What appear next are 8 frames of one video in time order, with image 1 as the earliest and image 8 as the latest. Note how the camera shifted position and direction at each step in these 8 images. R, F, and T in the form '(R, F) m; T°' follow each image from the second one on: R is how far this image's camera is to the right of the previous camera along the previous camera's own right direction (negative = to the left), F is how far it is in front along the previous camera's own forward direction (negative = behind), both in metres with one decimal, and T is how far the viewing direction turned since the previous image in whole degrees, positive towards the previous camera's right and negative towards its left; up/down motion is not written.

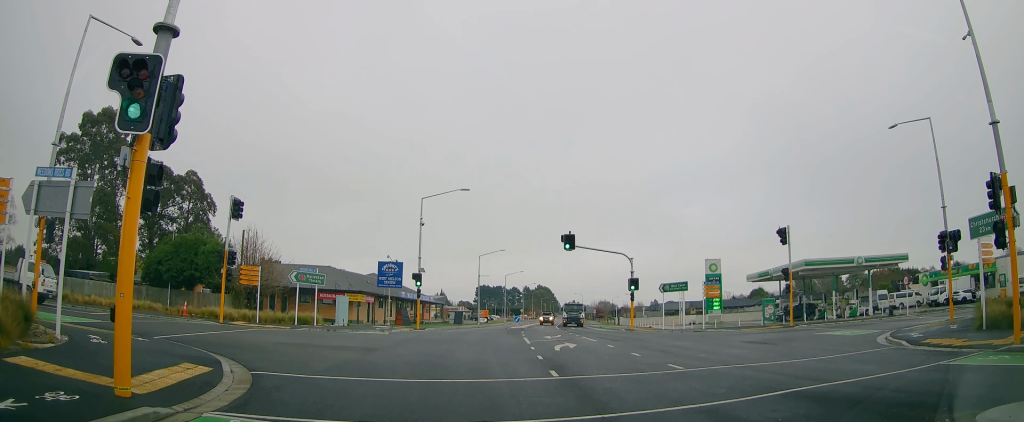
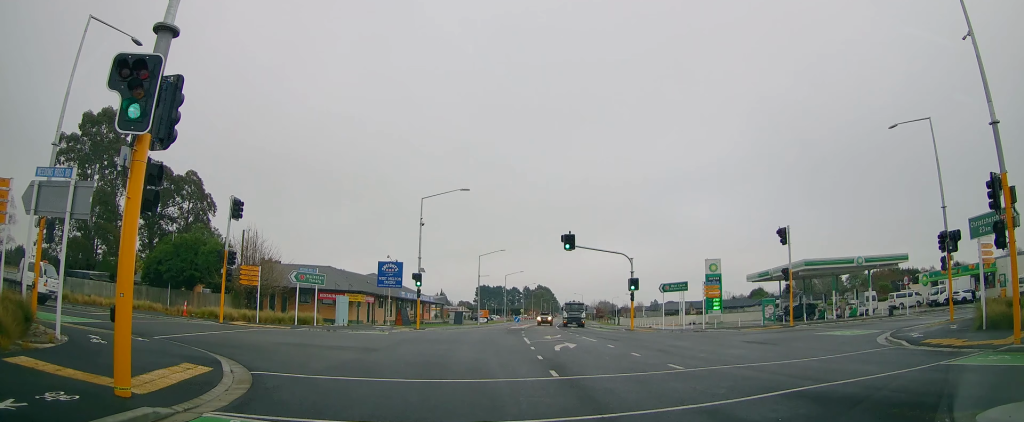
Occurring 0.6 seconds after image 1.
(0.0, 0.0) m; 0°
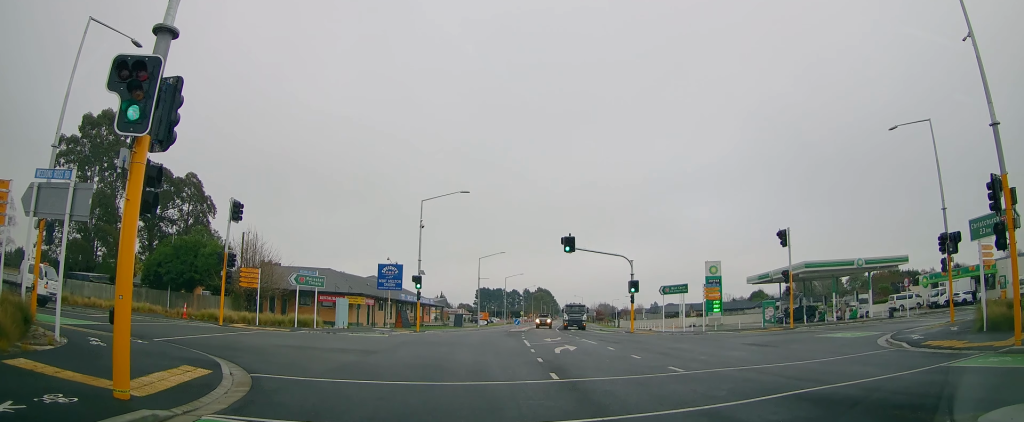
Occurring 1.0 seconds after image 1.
(+0.1, 0.0) m; 0°
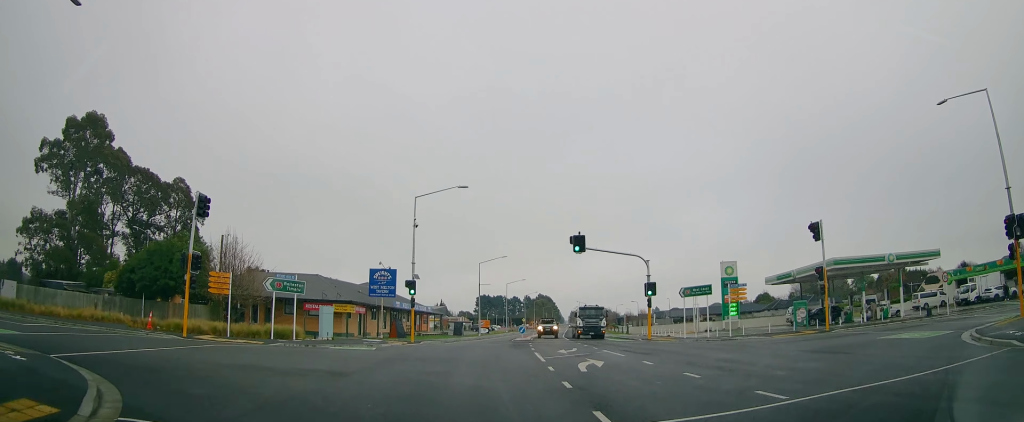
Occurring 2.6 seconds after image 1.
(-0.3, +1.1) m; -6°
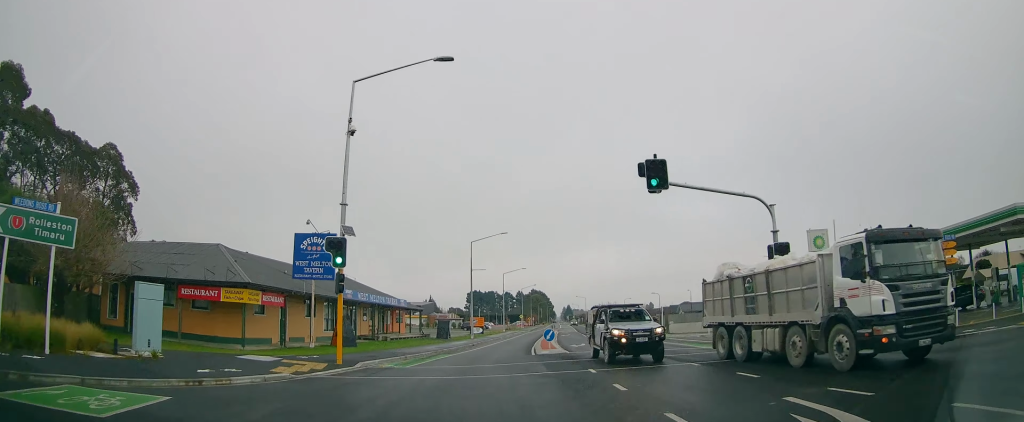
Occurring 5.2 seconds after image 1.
(+0.6, +16.3) m; +1°
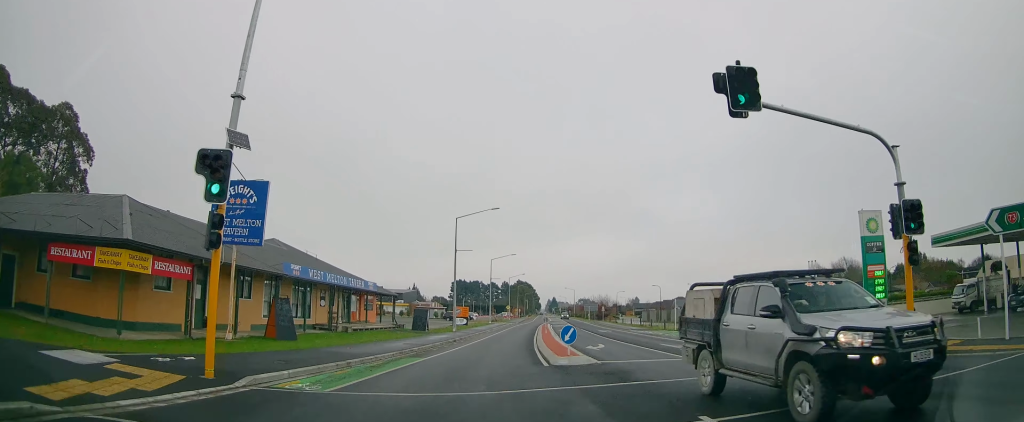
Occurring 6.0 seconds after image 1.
(0.0, +8.4) m; -1°
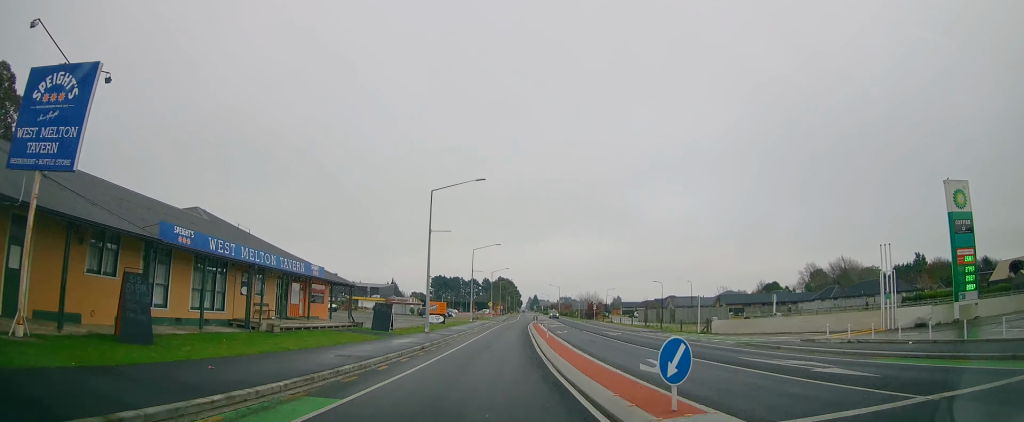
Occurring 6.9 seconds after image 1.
(-0.3, +9.9) m; +1°
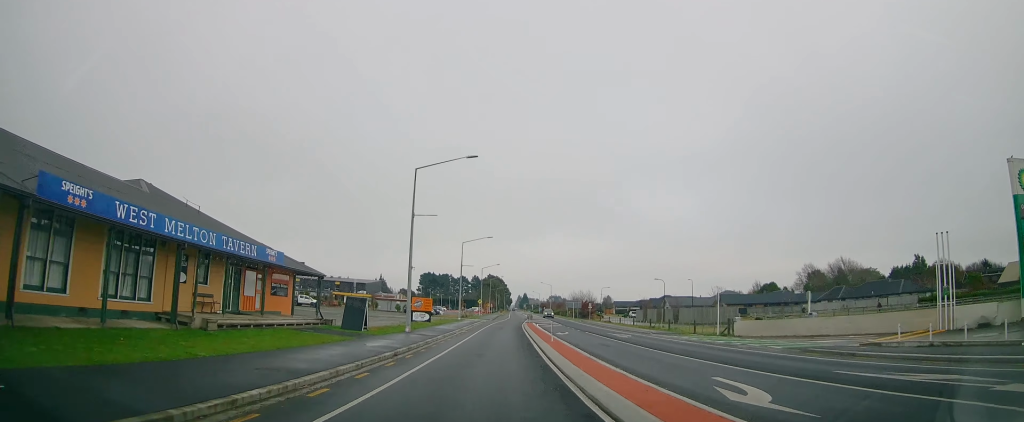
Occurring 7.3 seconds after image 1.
(+0.2, +5.5) m; +2°
